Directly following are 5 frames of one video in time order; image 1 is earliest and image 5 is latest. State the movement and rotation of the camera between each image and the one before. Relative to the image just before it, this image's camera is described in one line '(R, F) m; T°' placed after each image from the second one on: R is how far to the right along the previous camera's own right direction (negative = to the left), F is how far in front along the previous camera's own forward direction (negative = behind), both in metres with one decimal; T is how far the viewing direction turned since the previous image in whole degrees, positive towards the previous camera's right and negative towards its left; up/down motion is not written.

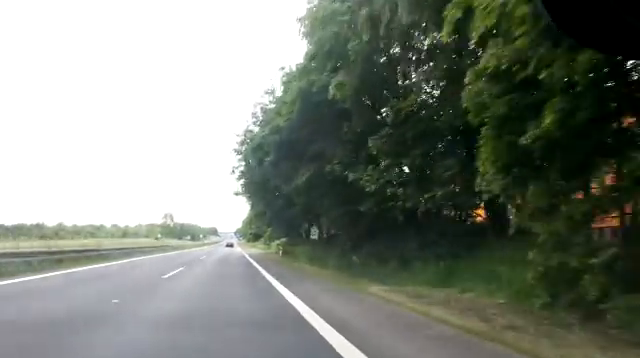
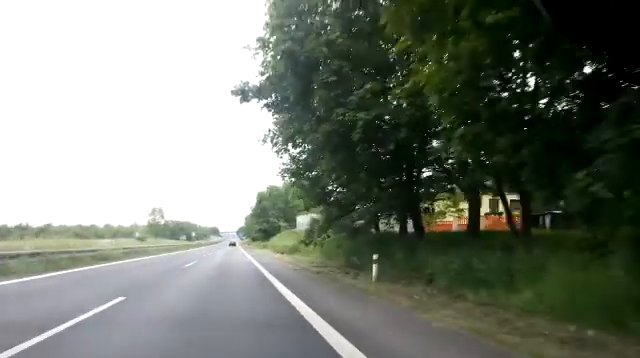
(-0.6, +30.5) m; -2°
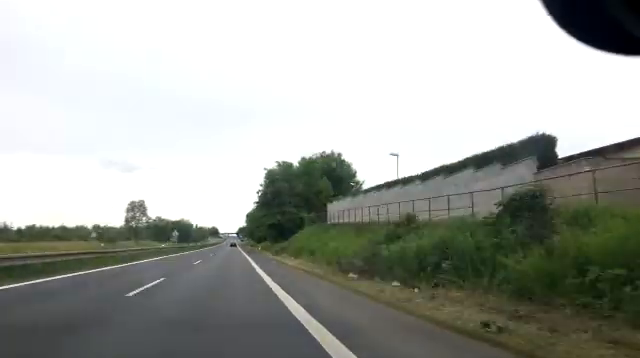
(+0.5, +30.7) m; +2°
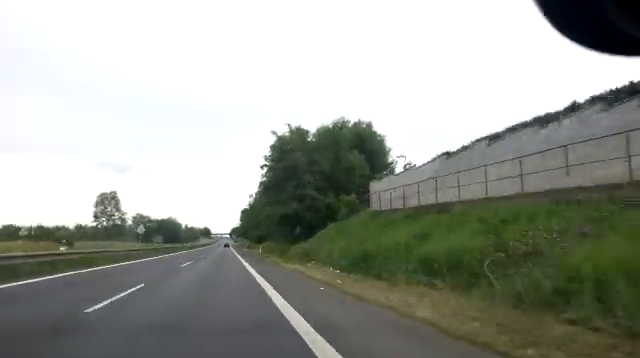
(+0.1, +21.4) m; -1°
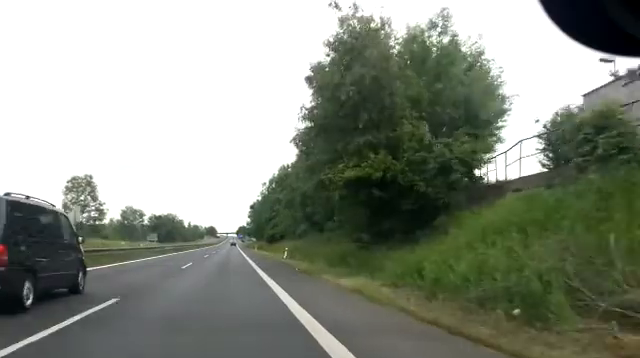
(-0.6, +23.3) m; -1°
